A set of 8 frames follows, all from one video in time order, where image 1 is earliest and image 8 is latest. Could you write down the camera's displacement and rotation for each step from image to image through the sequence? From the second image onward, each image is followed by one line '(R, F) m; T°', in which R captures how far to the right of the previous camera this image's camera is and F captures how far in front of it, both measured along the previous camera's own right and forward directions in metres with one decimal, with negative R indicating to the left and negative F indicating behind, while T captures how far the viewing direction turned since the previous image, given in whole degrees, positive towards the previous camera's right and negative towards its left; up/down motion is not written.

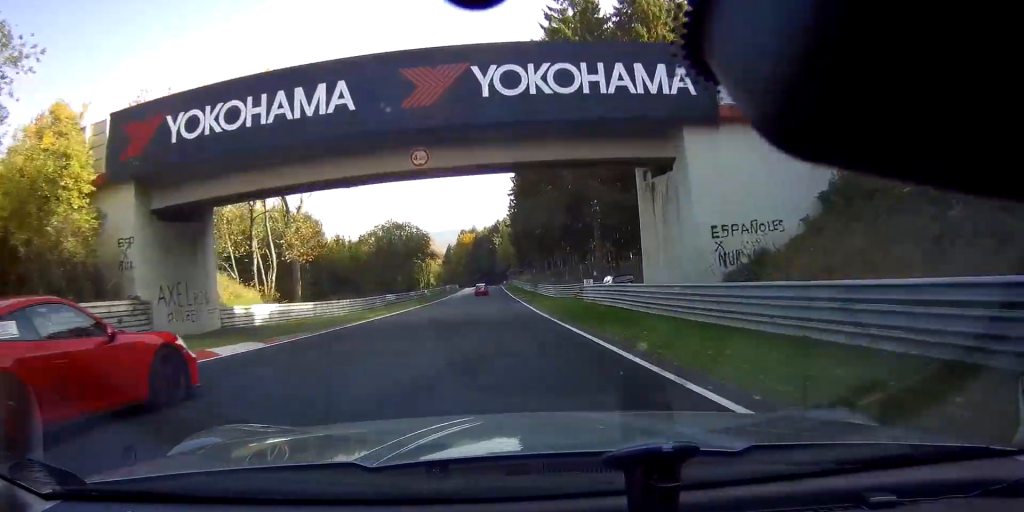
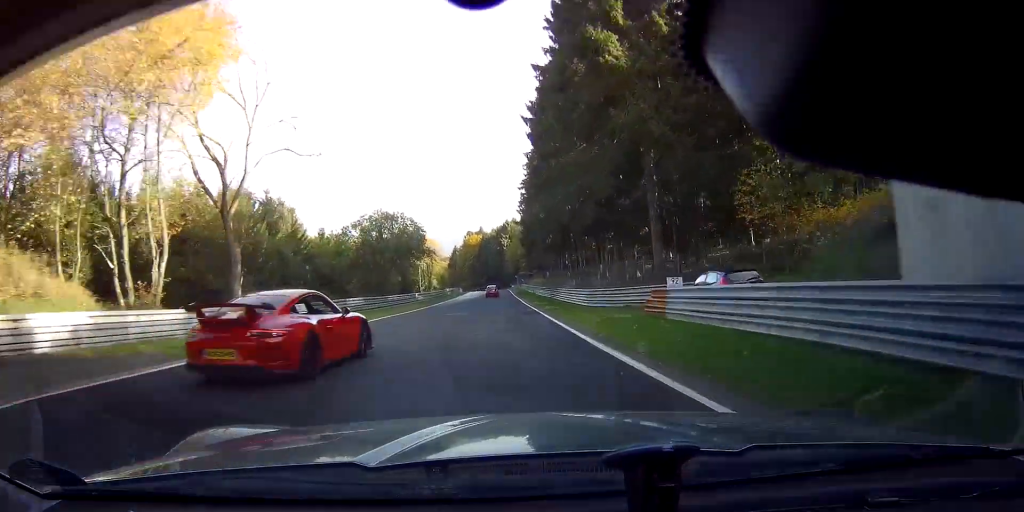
(+0.2, +13.9) m; 0°
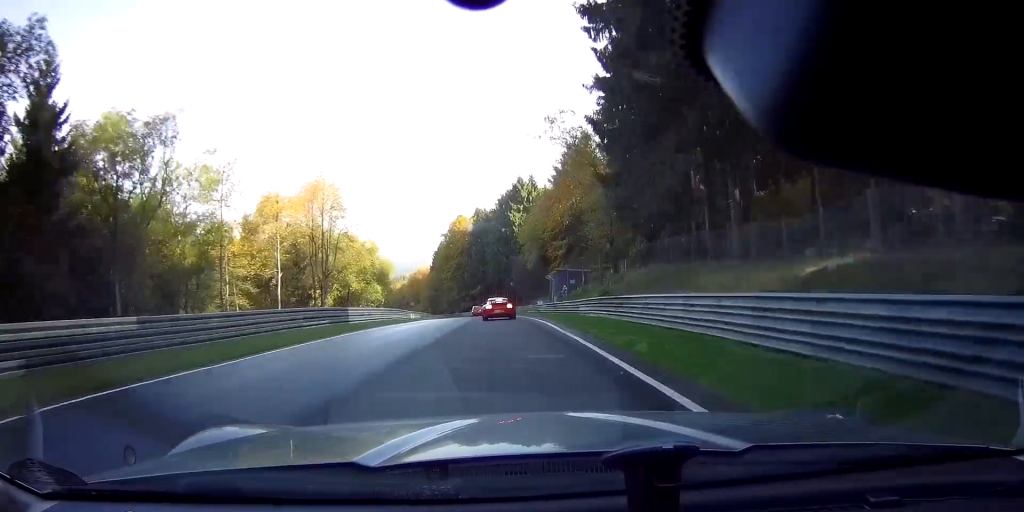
(-0.1, +91.7) m; -2°
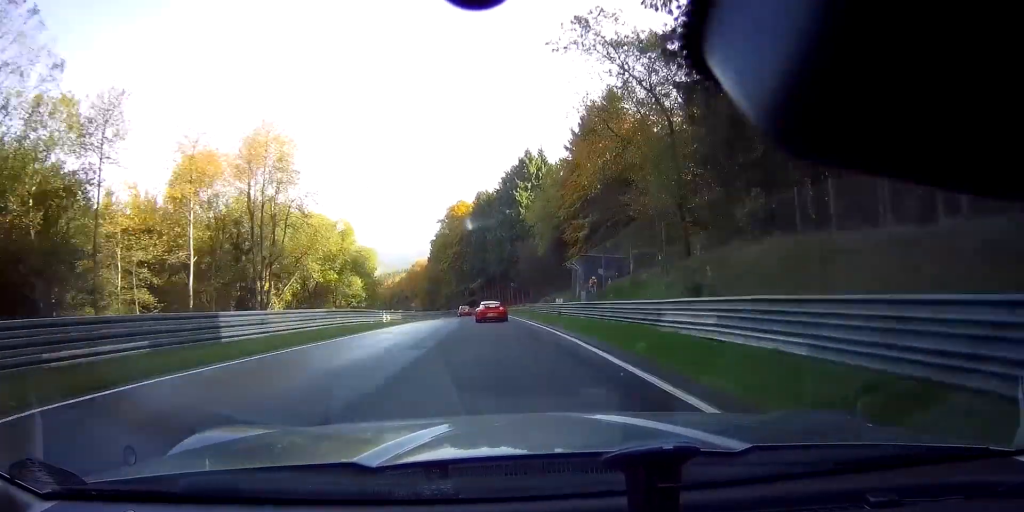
(0.0, +15.7) m; -1°
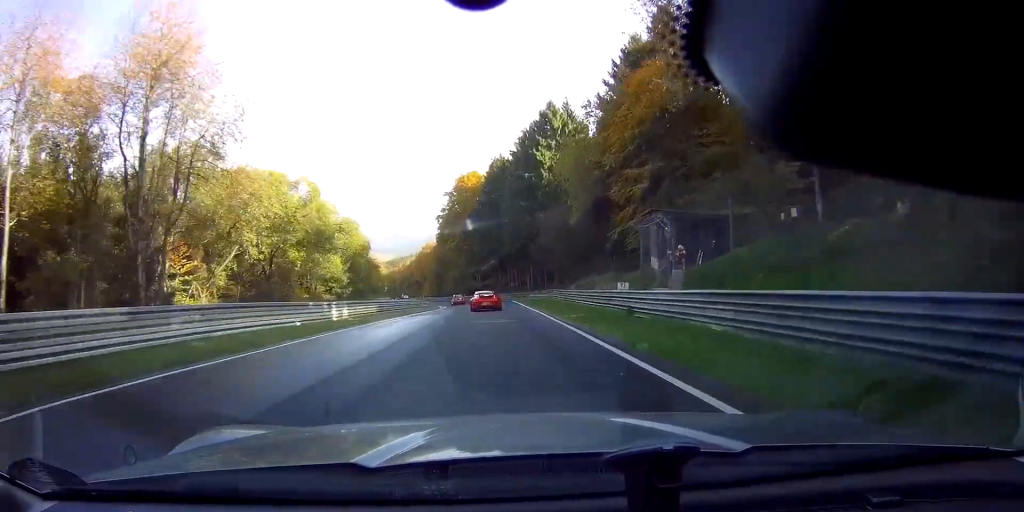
(-0.3, +17.4) m; -2°
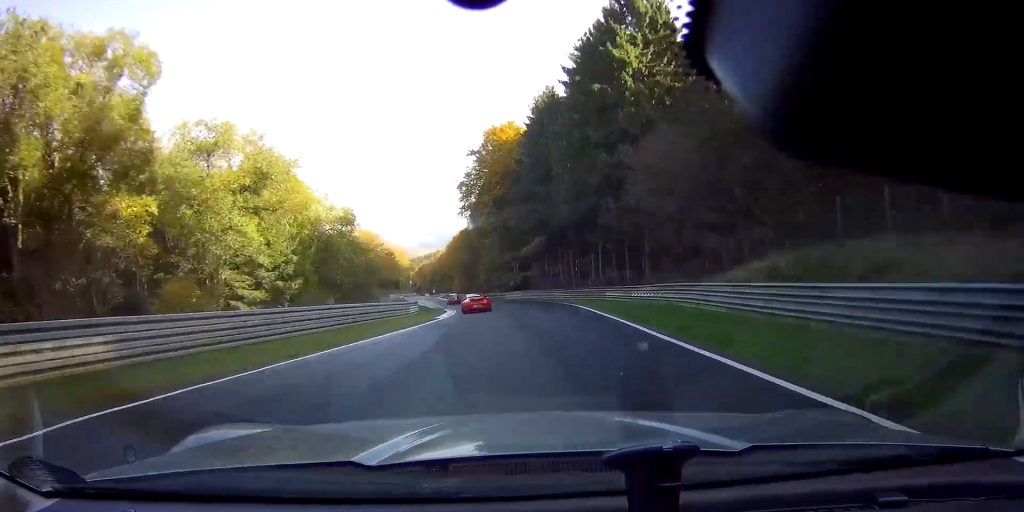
(-0.6, +30.4) m; -4°
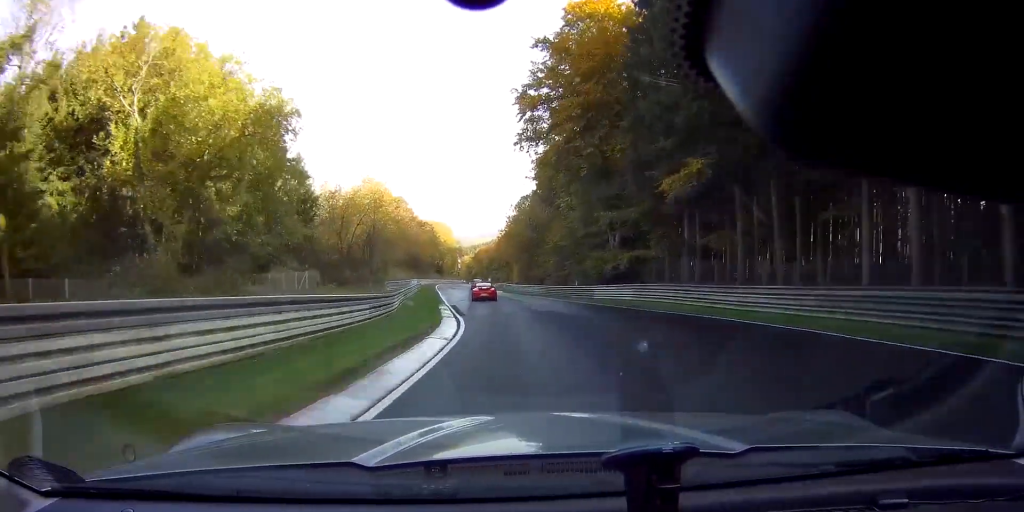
(-1.7, +35.2) m; -5°
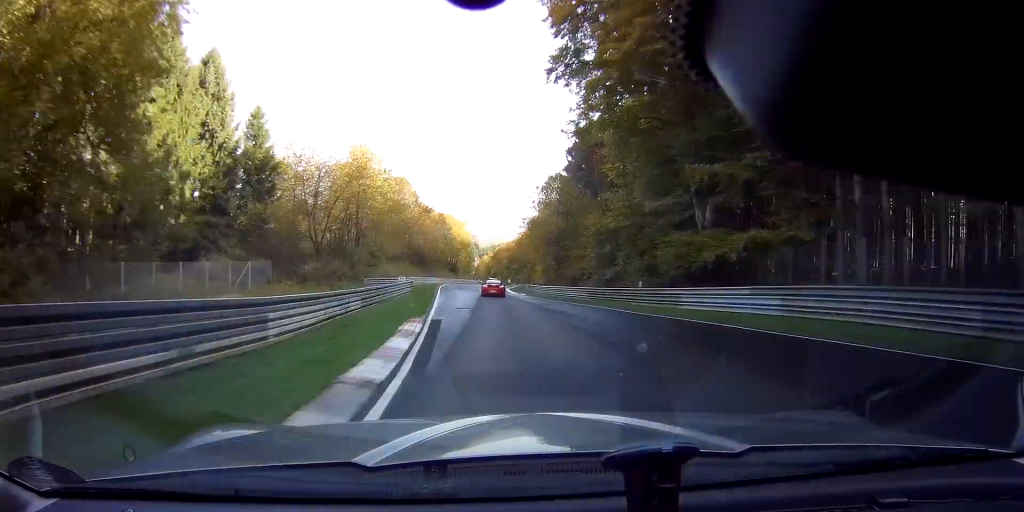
(-0.5, +16.1) m; -1°
